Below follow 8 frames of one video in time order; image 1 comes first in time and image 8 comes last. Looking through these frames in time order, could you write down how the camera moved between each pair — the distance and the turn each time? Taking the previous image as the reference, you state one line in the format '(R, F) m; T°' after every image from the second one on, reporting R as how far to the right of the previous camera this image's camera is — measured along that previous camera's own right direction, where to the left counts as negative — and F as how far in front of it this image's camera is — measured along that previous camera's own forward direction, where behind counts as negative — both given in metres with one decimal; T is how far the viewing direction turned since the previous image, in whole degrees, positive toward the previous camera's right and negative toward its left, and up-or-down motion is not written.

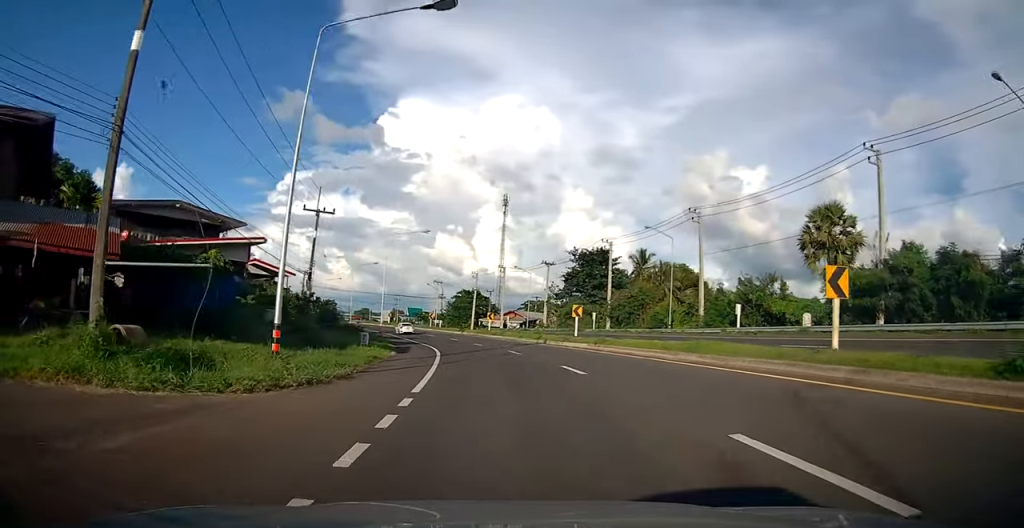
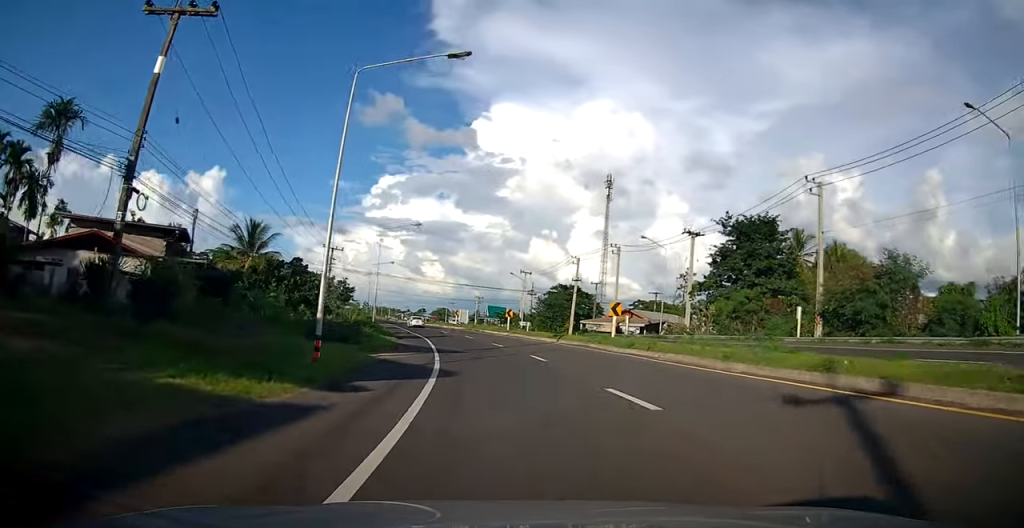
(-2.0, +30.3) m; -8°
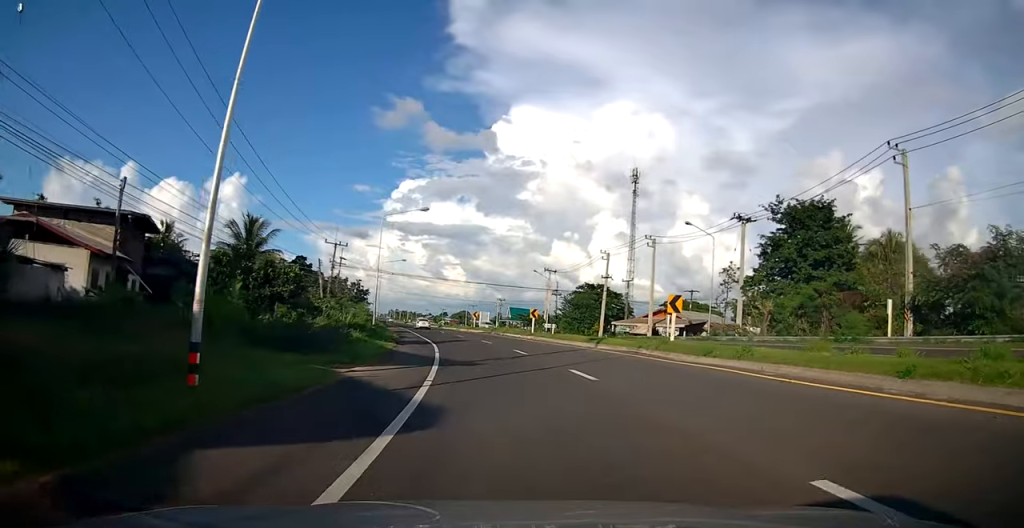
(-0.4, +7.2) m; -3°
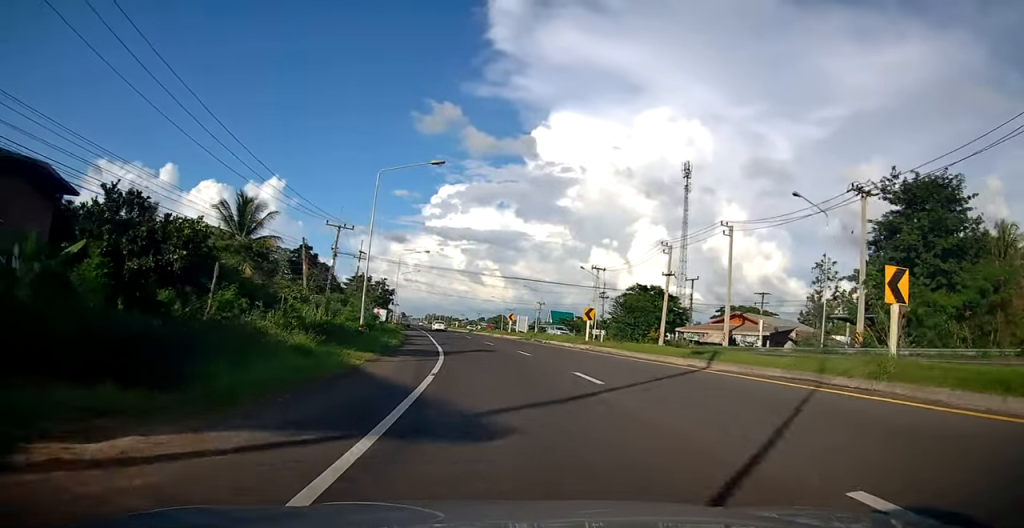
(-0.4, +12.2) m; -4°
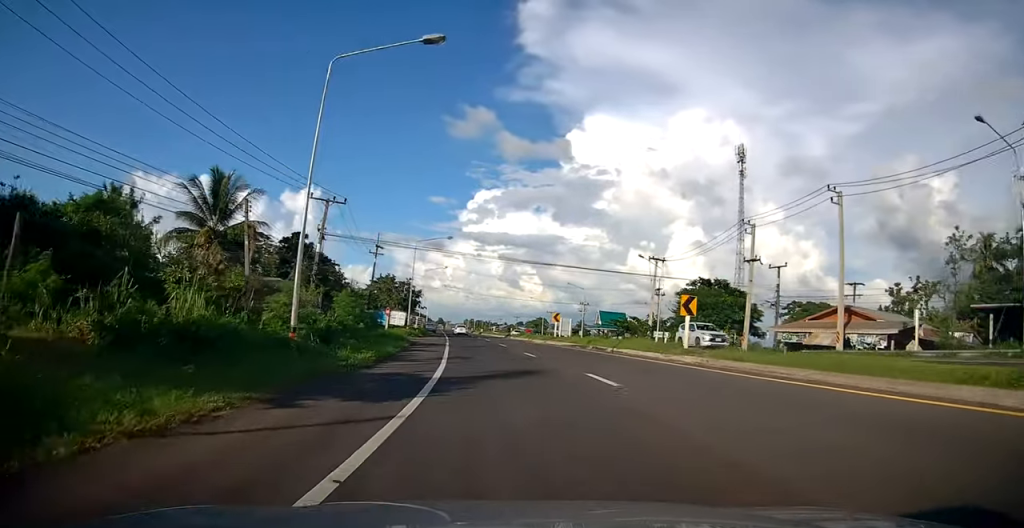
(-0.6, +13.3) m; -3°
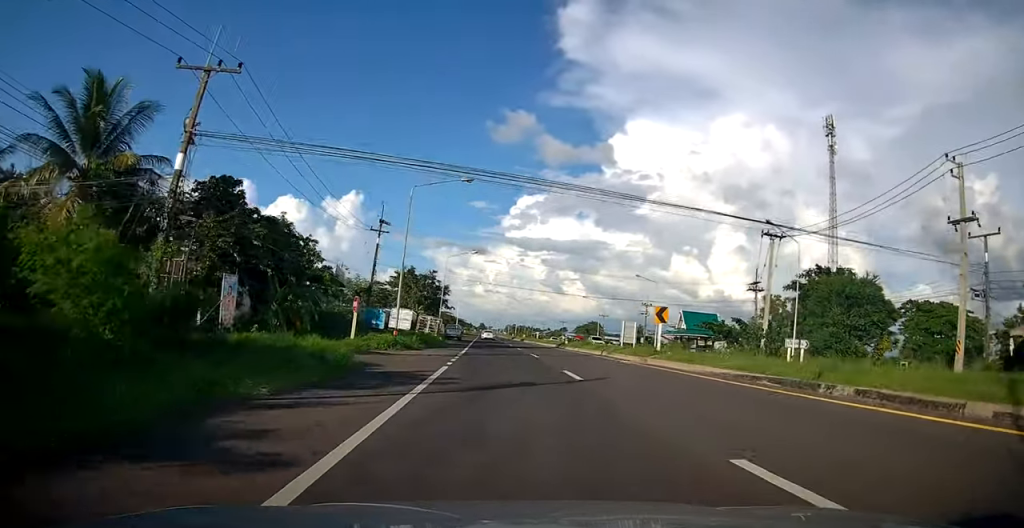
(-0.6, +22.0) m; -4°
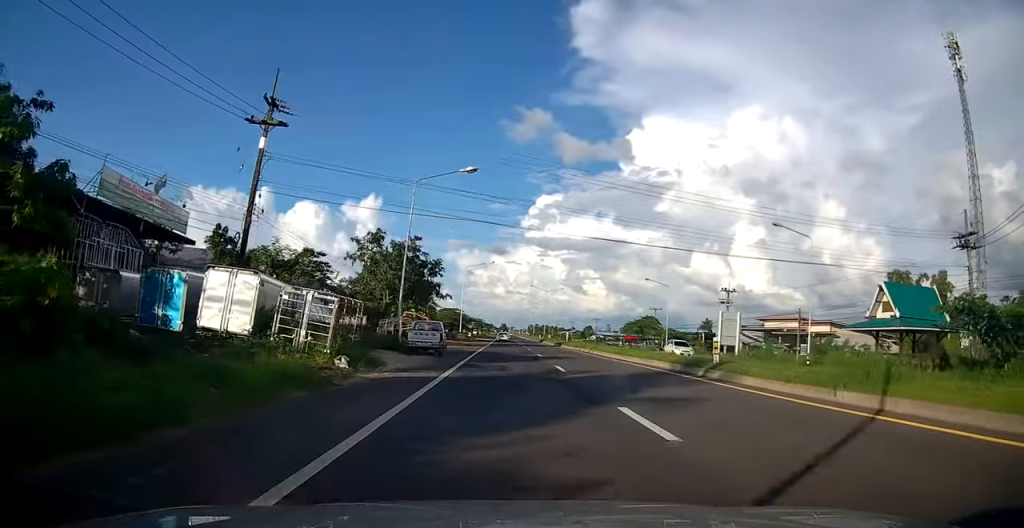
(-0.3, +32.5) m; -1°
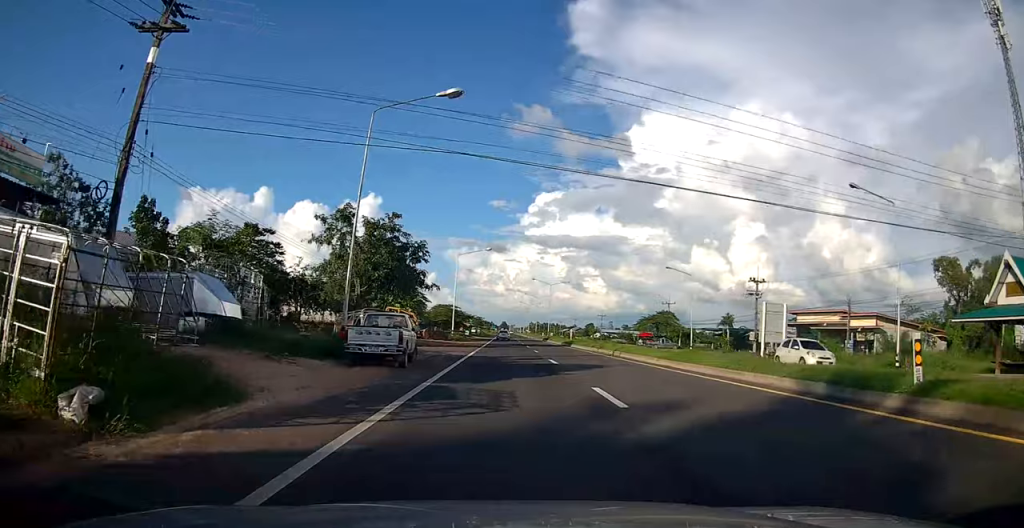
(-0.2, +9.7) m; -1°
